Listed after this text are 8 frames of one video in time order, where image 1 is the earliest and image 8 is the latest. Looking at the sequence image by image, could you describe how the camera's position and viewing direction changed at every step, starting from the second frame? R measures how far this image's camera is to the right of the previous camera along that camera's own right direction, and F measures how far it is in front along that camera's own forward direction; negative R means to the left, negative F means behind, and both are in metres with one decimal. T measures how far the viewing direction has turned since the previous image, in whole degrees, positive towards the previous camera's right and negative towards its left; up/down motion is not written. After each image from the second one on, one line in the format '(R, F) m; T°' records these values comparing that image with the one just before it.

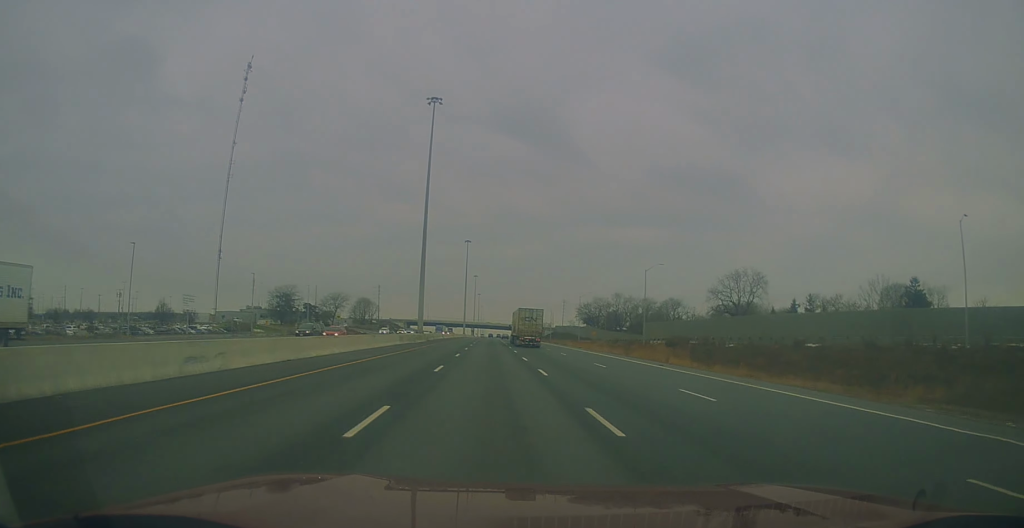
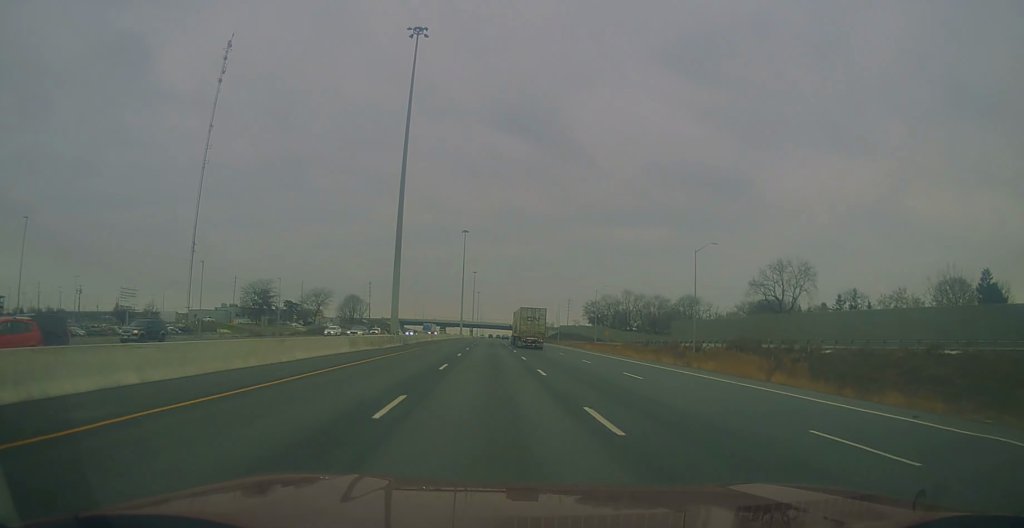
(+0.4, +22.6) m; 0°
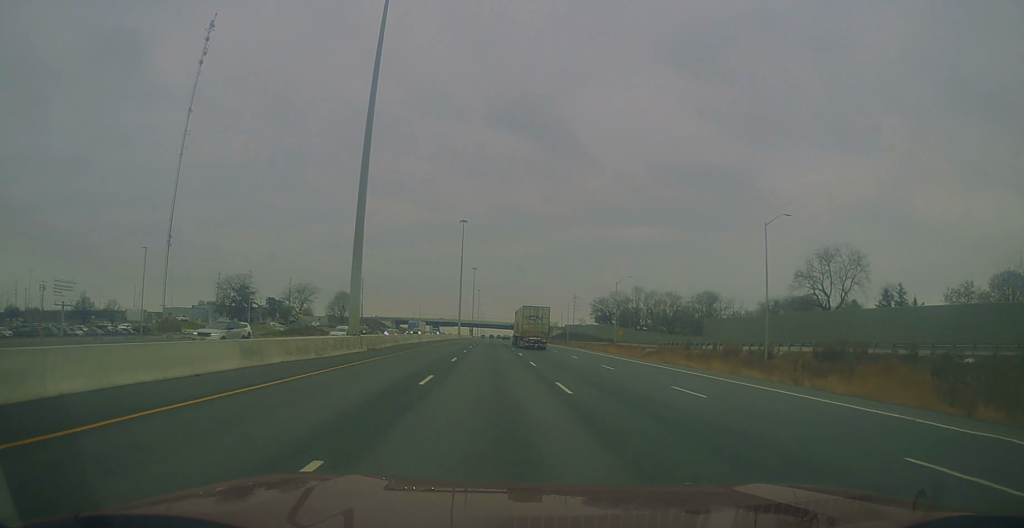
(-0.2, +18.5) m; -1°
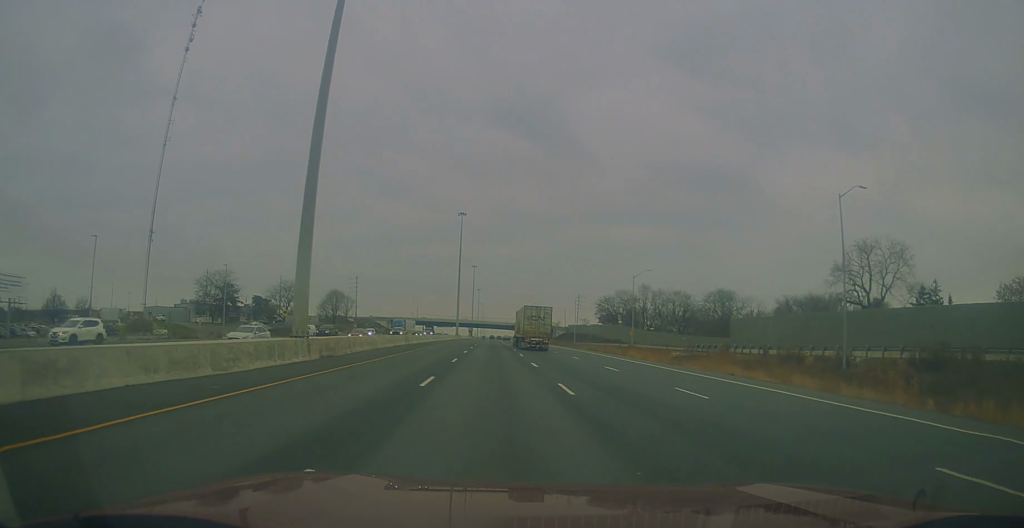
(0.0, +12.4) m; -1°
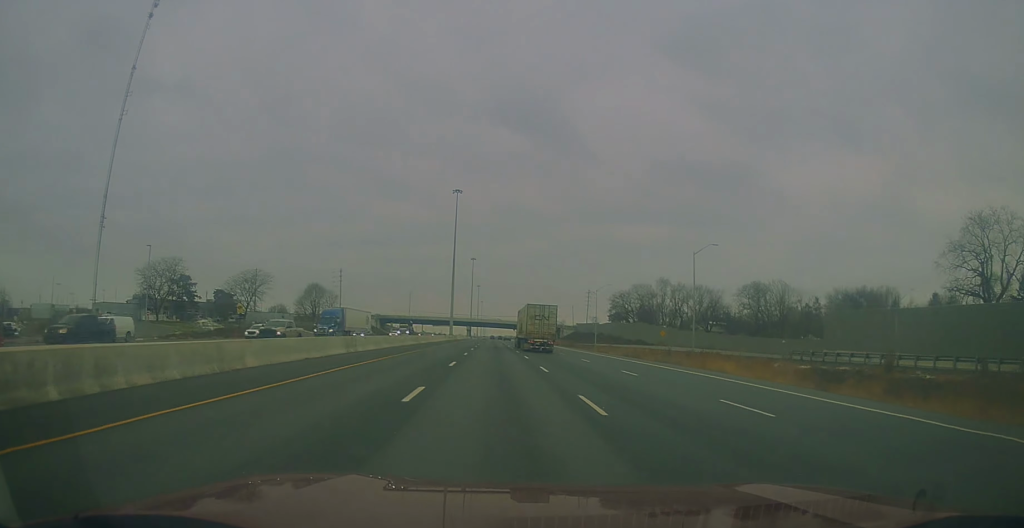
(-0.5, +27.9) m; 0°
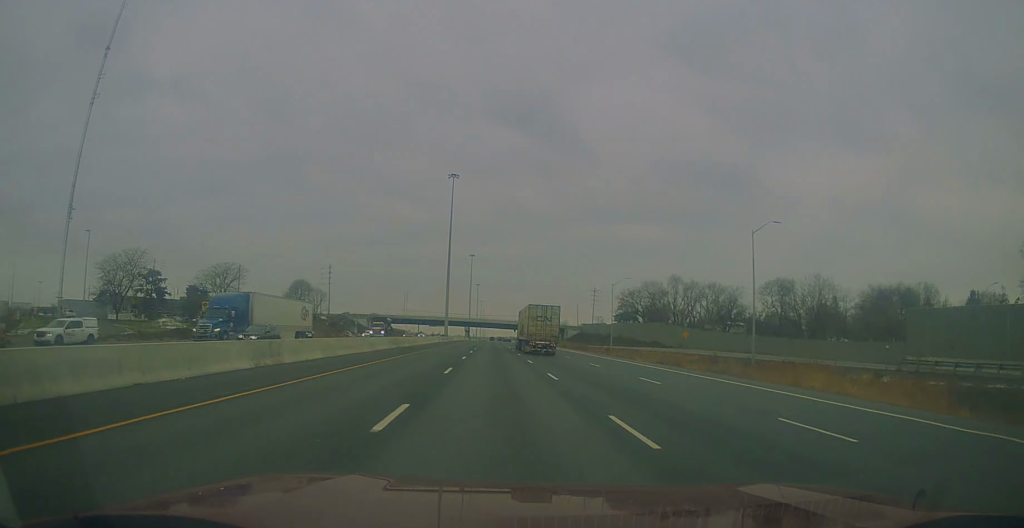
(+0.1, +15.4) m; +1°
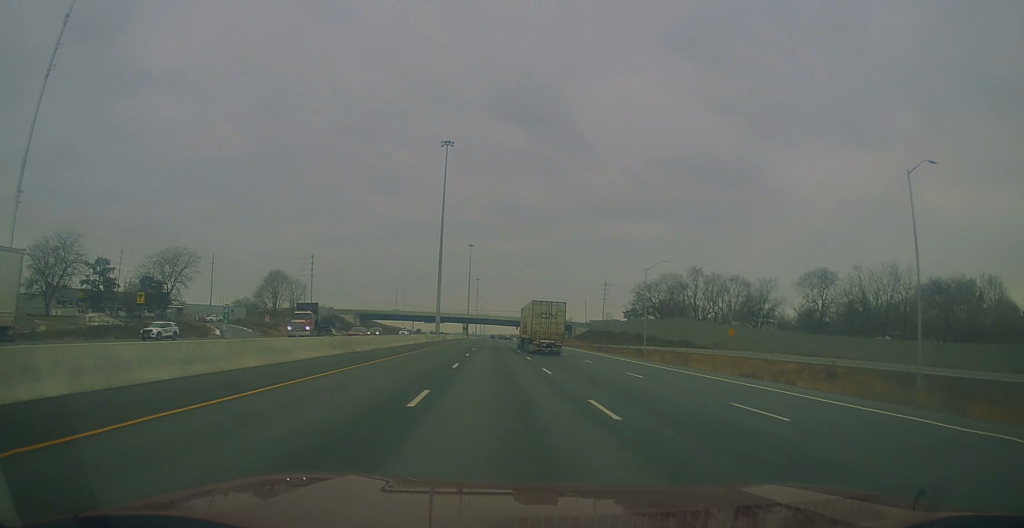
(+0.7, +21.5) m; +1°
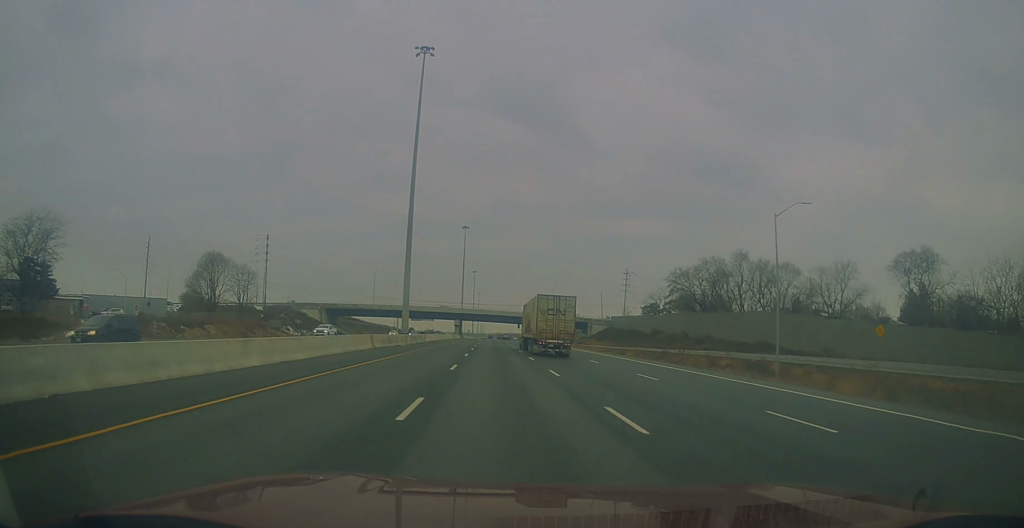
(-0.6, +38.1) m; -1°
